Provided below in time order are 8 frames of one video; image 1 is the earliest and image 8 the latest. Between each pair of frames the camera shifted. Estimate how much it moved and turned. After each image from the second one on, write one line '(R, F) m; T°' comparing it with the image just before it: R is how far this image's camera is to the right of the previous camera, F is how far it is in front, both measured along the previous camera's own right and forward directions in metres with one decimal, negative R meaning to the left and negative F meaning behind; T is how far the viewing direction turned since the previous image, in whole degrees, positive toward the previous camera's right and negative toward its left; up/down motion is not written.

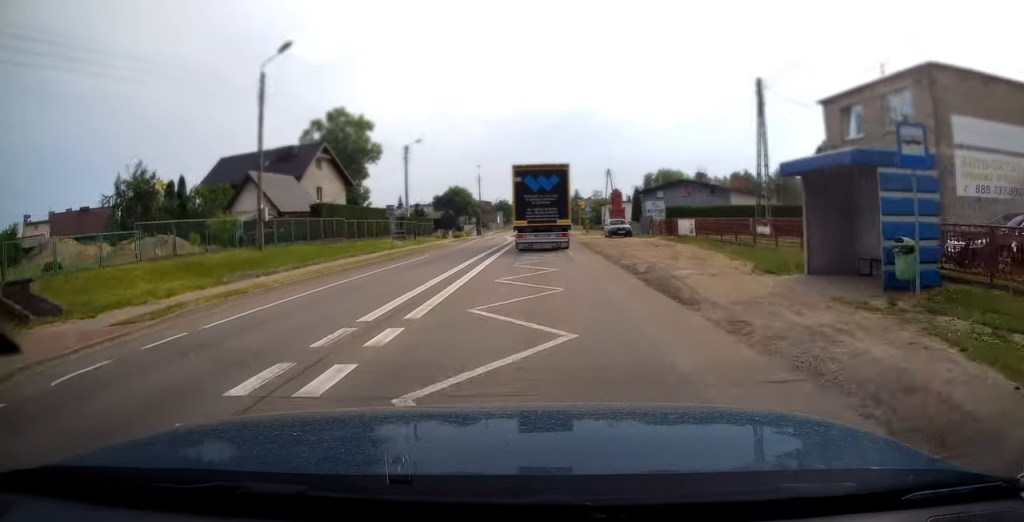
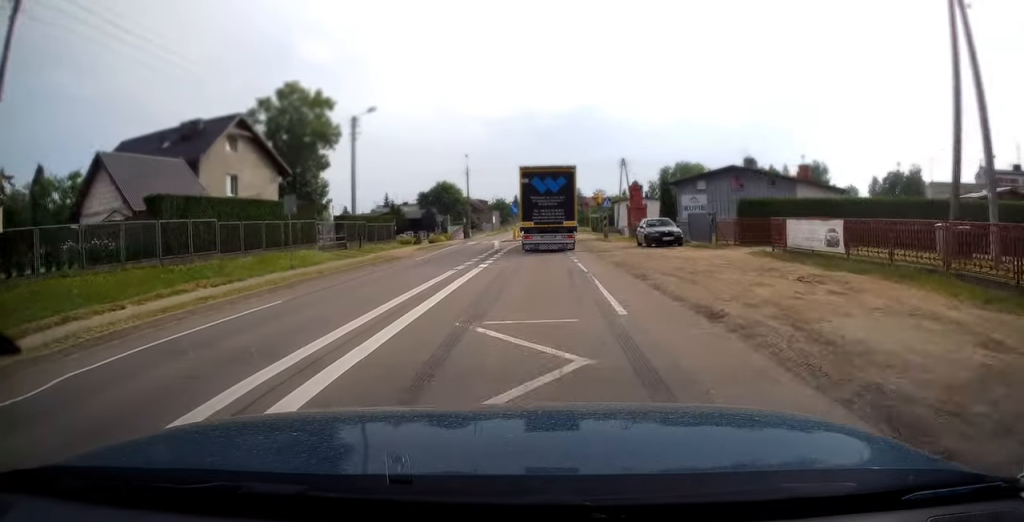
(0.0, +16.3) m; 0°
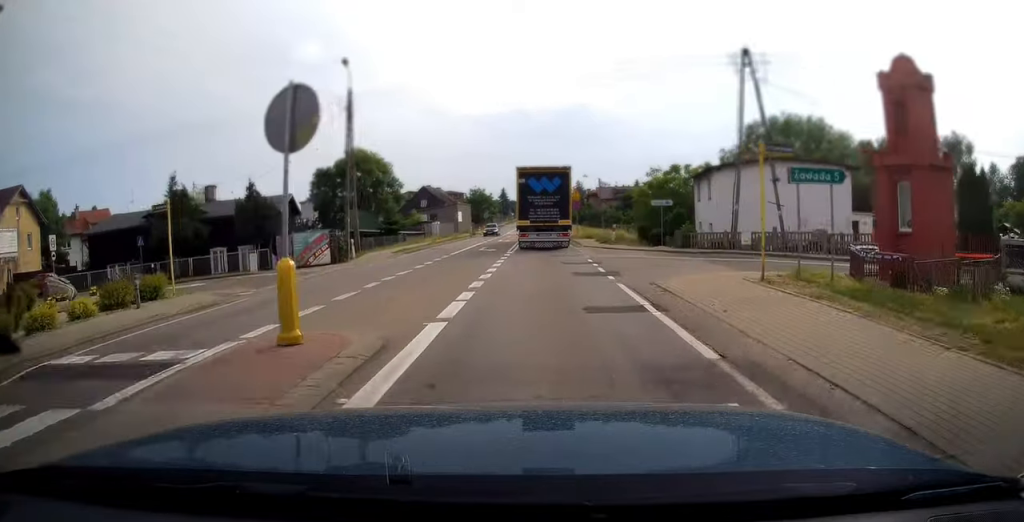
(0.0, +49.5) m; 0°
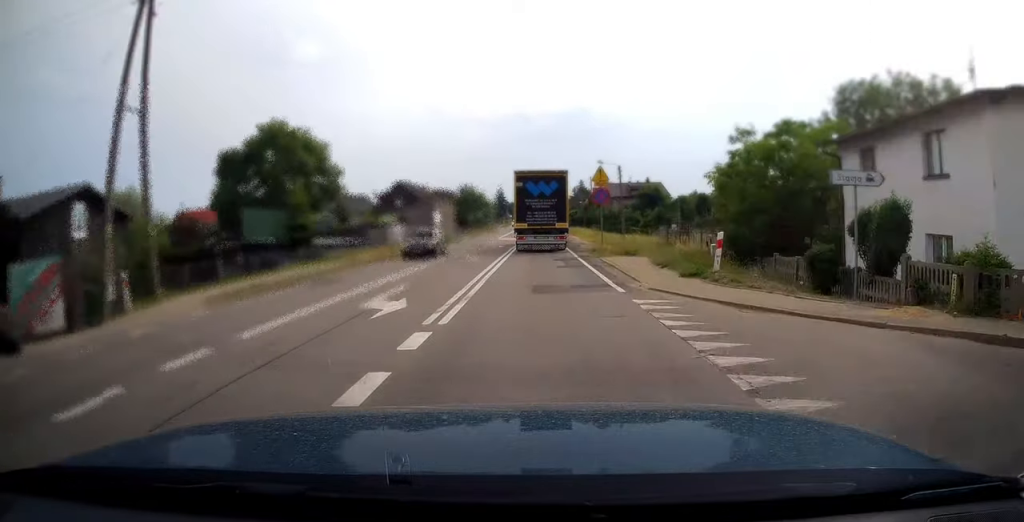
(0.0, +20.4) m; 0°
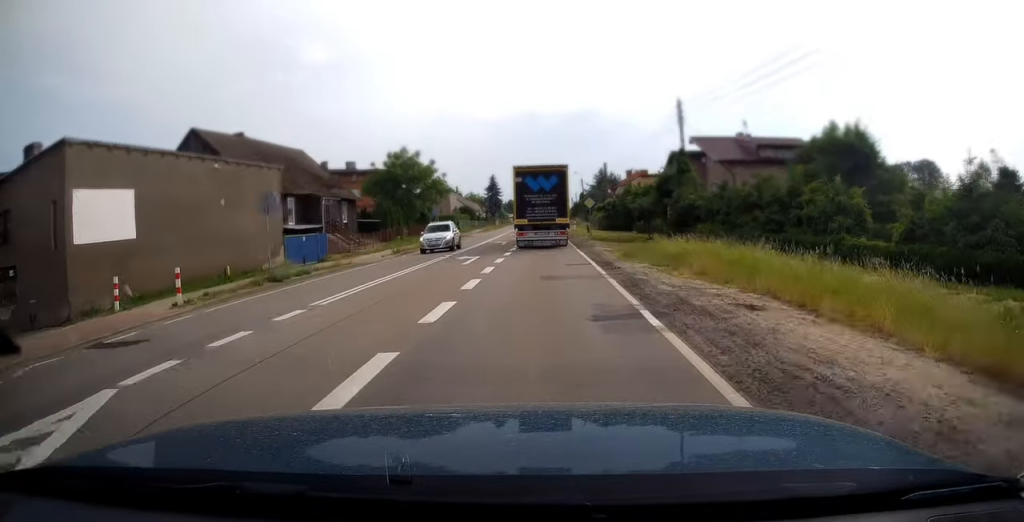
(0.0, +59.8) m; -1°
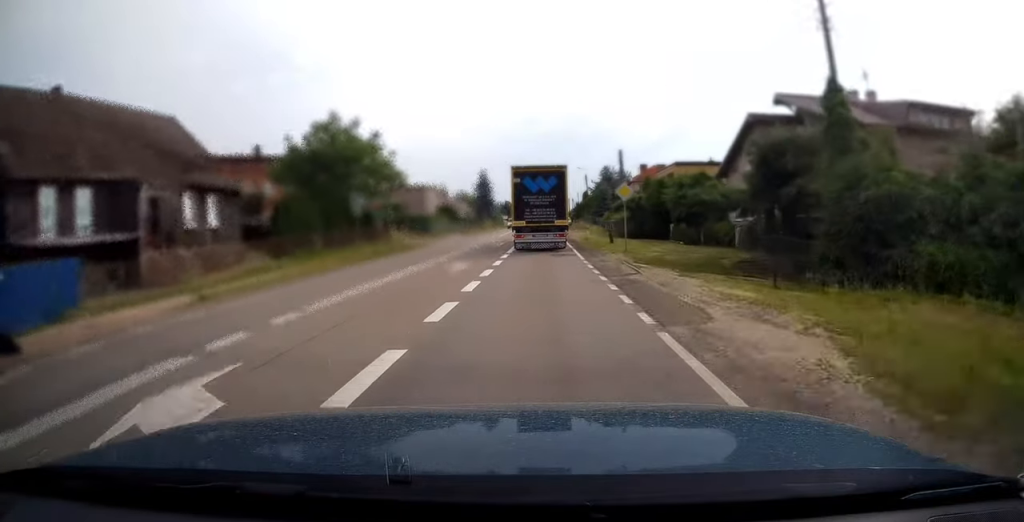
(-0.1, +19.7) m; 0°
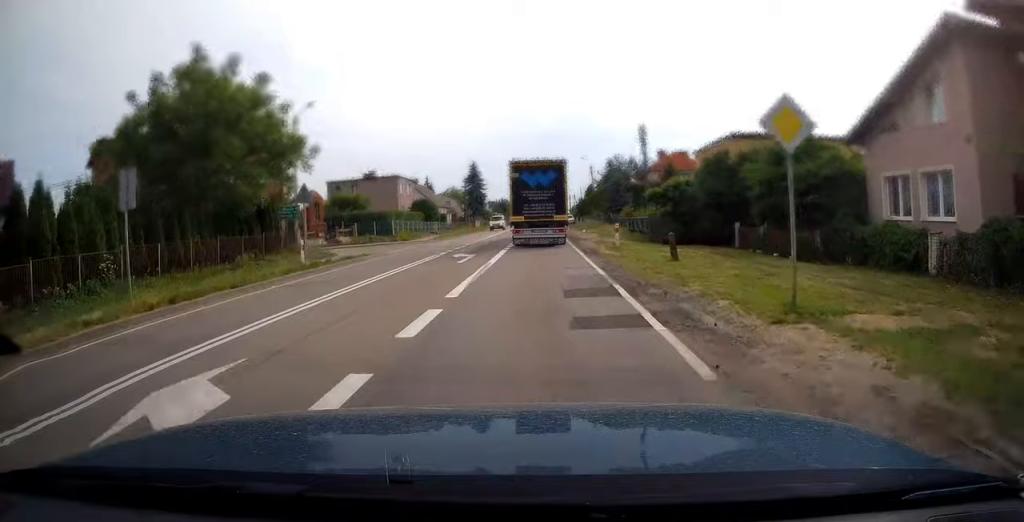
(0.0, +16.8) m; 0°
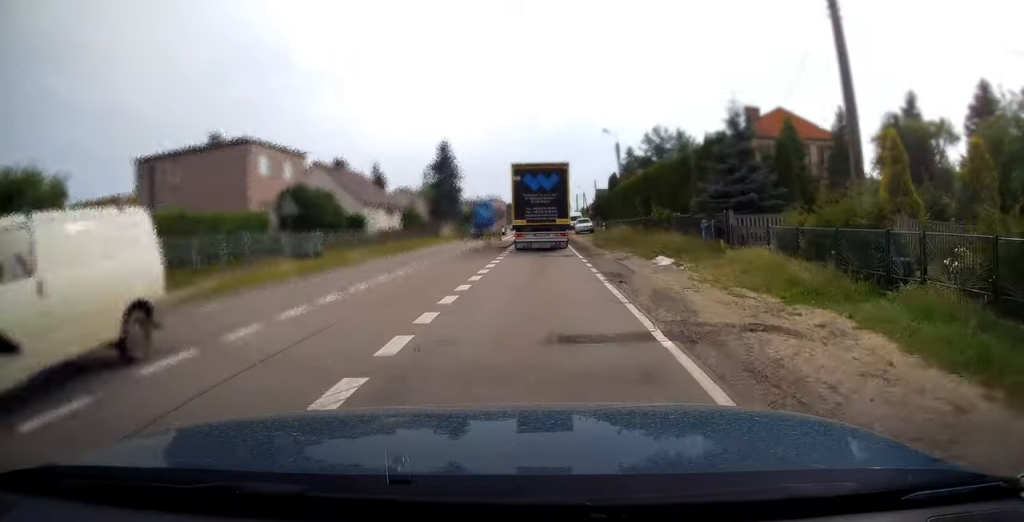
(+0.2, +37.2) m; 0°
